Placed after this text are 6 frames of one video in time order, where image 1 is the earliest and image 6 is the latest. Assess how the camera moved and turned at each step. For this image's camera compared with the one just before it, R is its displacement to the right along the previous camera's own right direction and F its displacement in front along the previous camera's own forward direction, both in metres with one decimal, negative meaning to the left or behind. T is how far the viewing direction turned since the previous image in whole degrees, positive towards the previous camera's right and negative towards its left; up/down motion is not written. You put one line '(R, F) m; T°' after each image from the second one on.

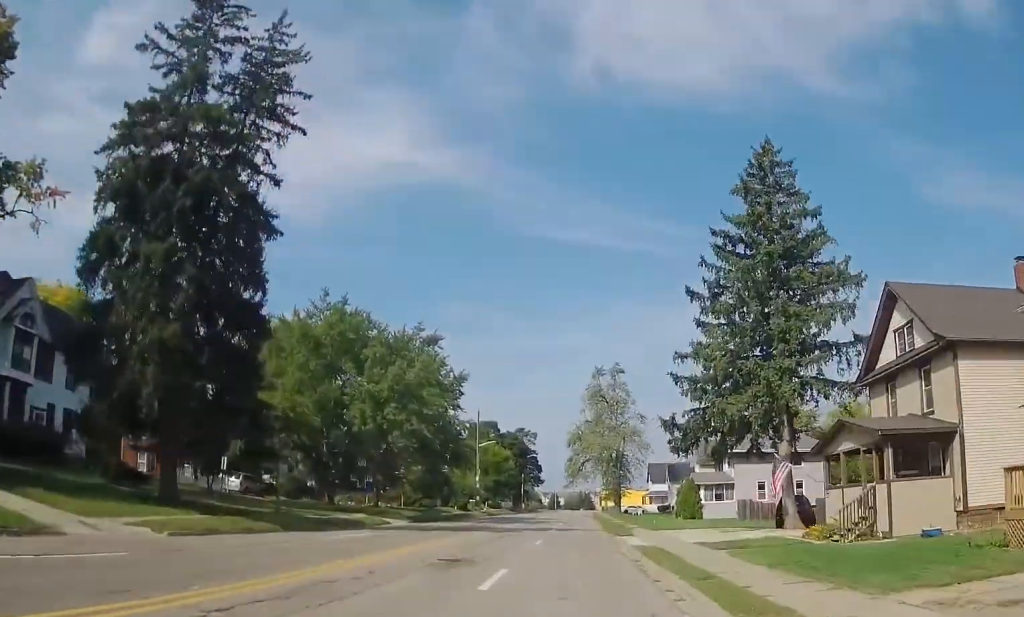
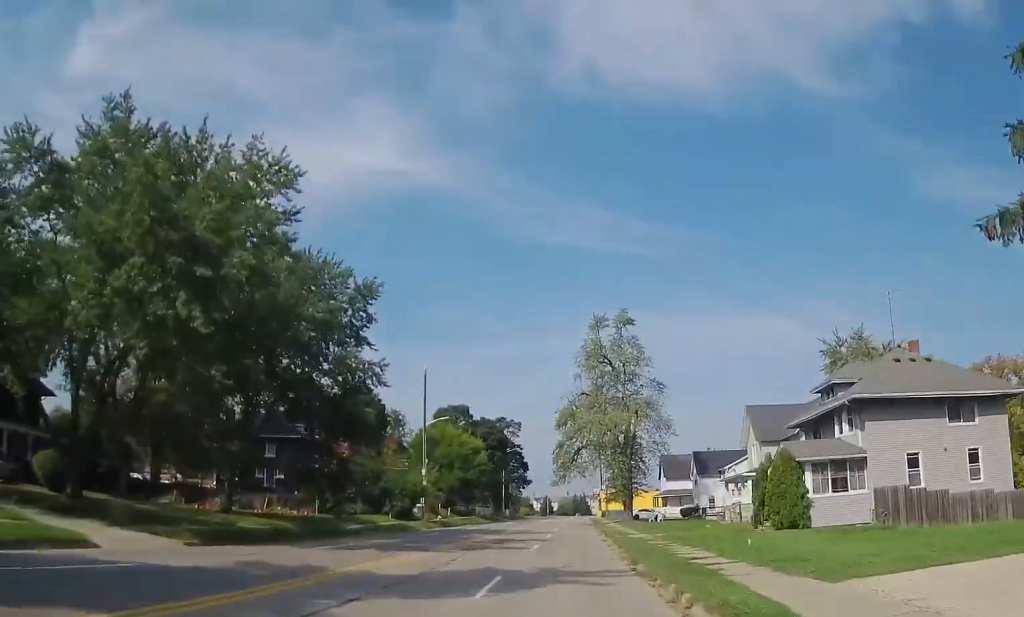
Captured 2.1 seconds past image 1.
(+0.3, +30.9) m; +1°
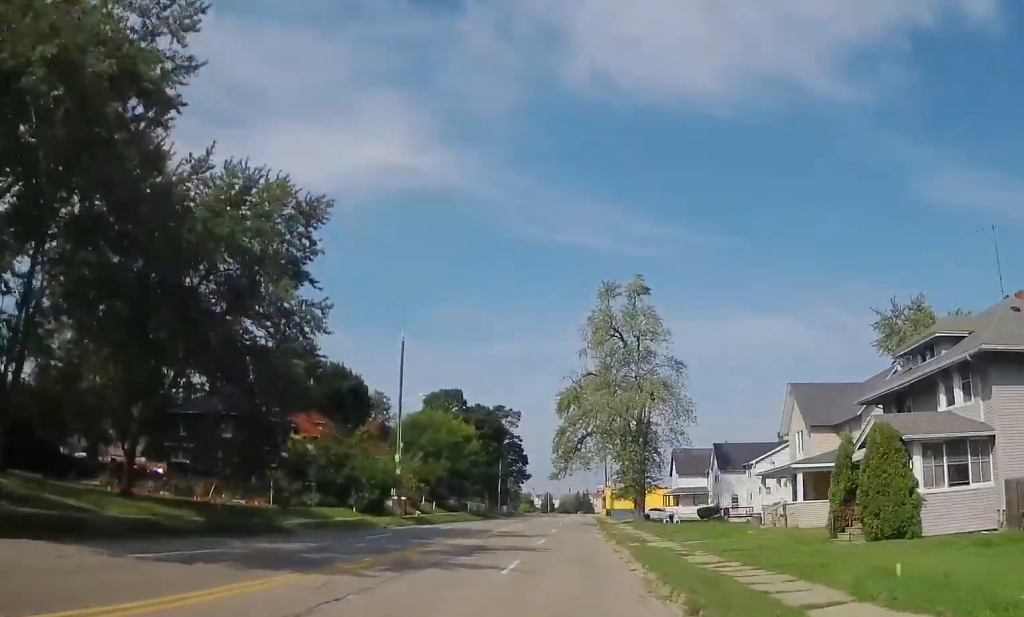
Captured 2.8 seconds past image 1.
(-0.3, +10.7) m; 0°
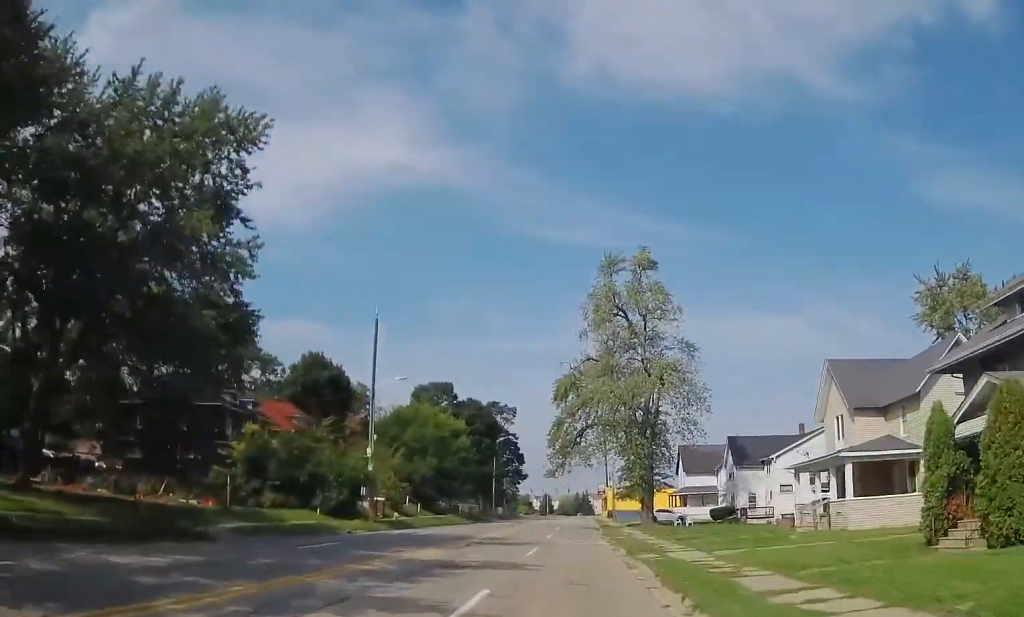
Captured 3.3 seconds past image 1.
(-0.2, +7.3) m; 0°
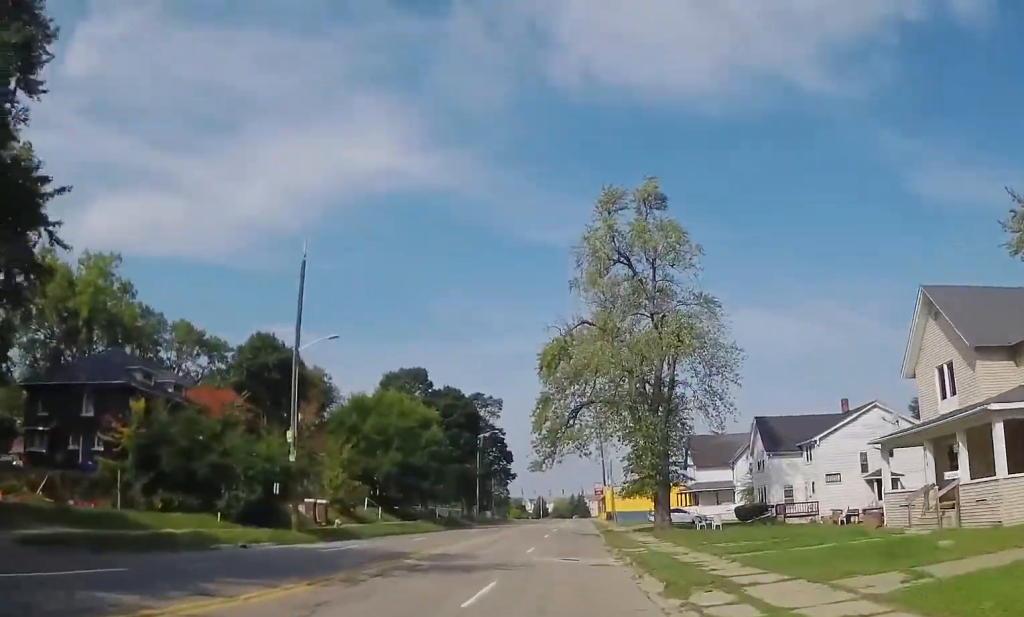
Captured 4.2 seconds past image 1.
(+0.7, +12.5) m; +1°
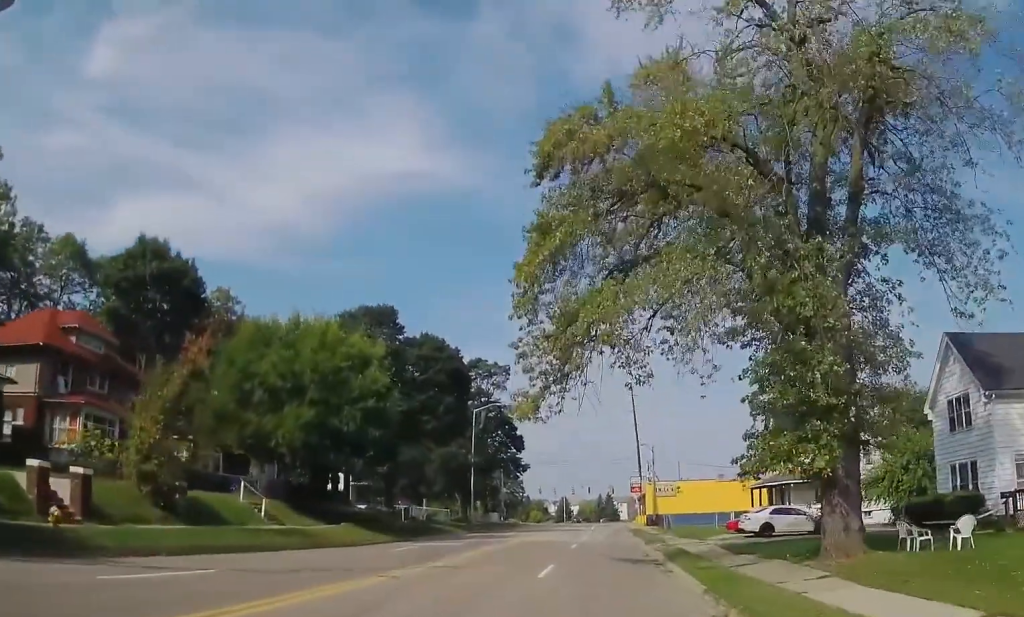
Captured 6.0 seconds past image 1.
(-1.2, +26.2) m; -3°
